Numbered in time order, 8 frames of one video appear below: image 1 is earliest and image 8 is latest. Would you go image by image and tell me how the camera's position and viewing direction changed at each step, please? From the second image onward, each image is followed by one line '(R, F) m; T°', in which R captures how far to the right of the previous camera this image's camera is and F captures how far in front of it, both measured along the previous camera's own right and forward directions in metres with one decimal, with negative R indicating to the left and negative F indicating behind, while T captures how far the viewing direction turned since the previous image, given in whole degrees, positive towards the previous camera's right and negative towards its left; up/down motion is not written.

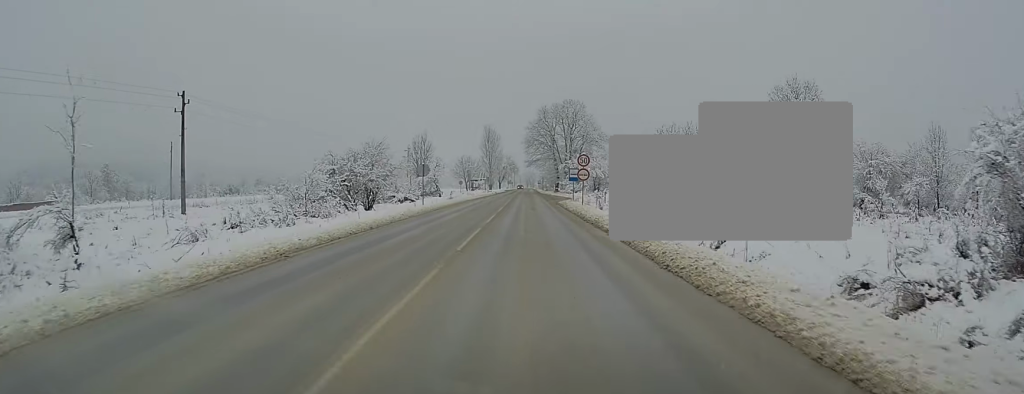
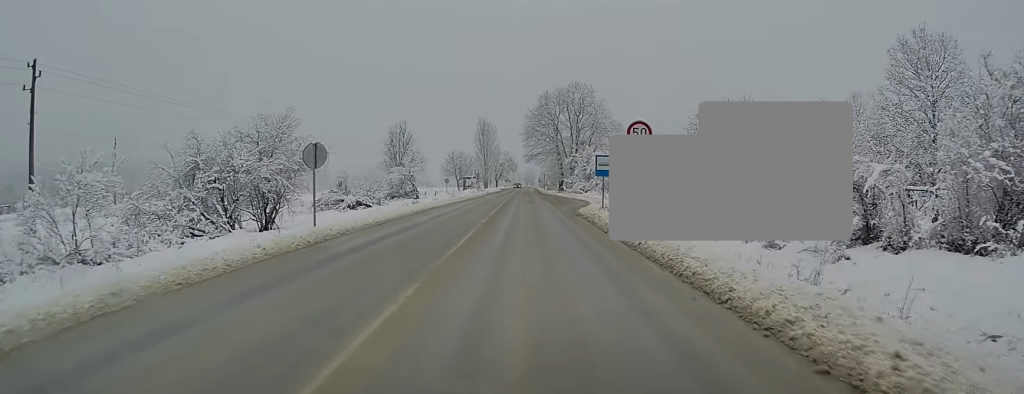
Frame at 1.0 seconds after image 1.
(-0.1, +19.6) m; -1°
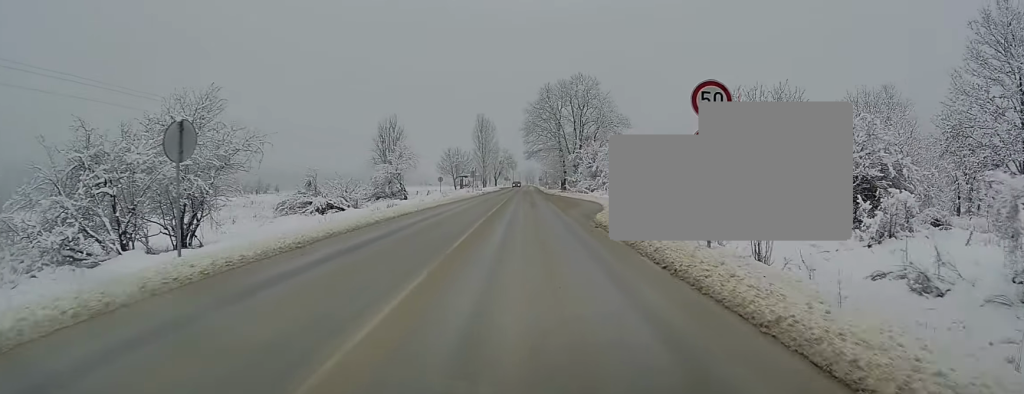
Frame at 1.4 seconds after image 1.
(-0.1, +7.8) m; 0°
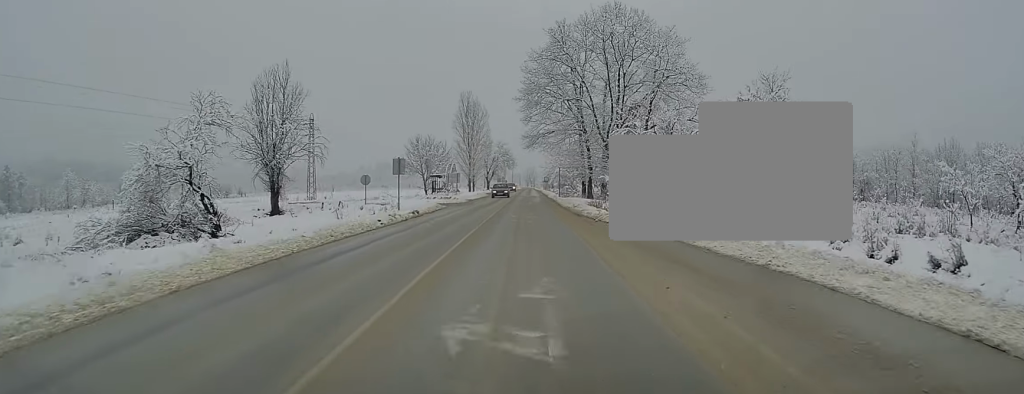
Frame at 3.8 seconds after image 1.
(+0.5, +45.1) m; 0°
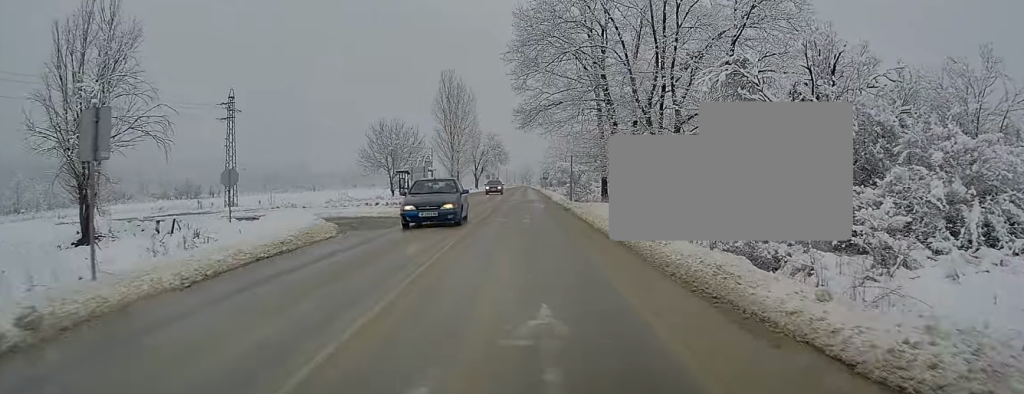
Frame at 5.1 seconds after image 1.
(-0.2, +23.4) m; 0°
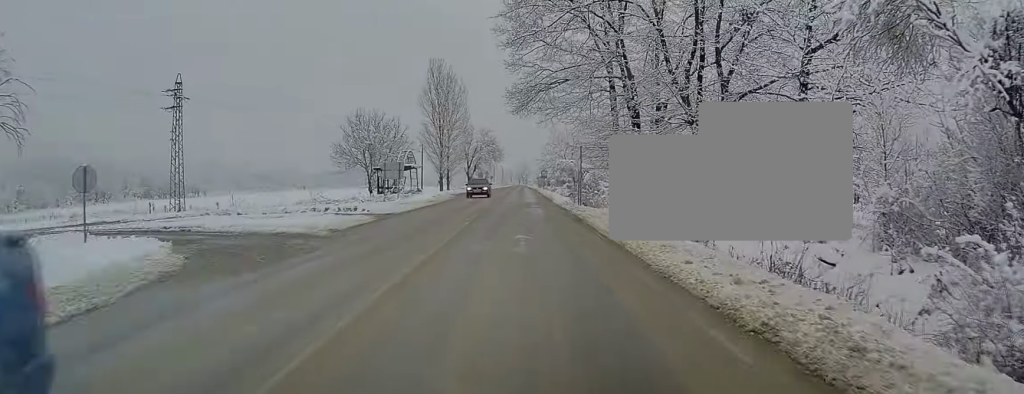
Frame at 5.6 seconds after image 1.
(0.0, +10.1) m; 0°
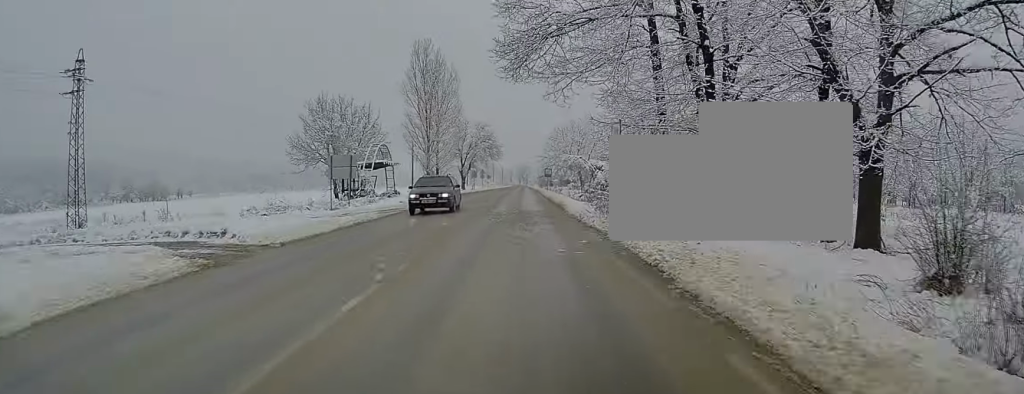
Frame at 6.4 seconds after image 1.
(+0.2, +13.9) m; +1°
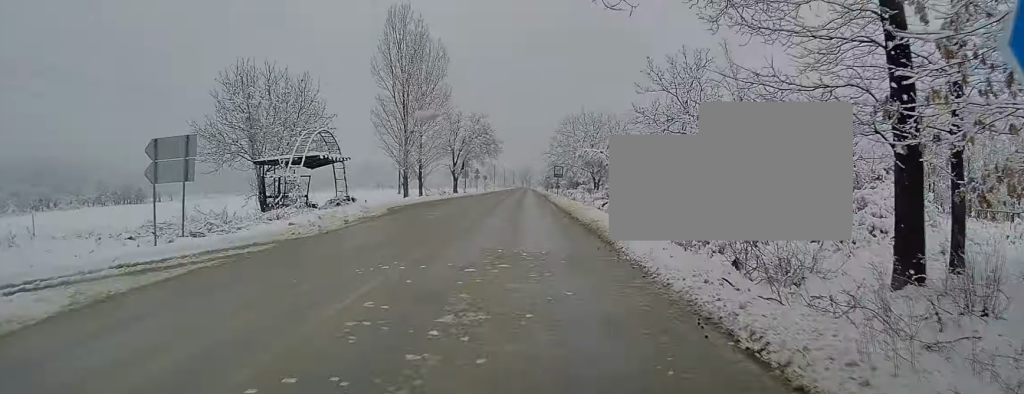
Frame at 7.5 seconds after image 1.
(+0.1, +18.3) m; 0°
